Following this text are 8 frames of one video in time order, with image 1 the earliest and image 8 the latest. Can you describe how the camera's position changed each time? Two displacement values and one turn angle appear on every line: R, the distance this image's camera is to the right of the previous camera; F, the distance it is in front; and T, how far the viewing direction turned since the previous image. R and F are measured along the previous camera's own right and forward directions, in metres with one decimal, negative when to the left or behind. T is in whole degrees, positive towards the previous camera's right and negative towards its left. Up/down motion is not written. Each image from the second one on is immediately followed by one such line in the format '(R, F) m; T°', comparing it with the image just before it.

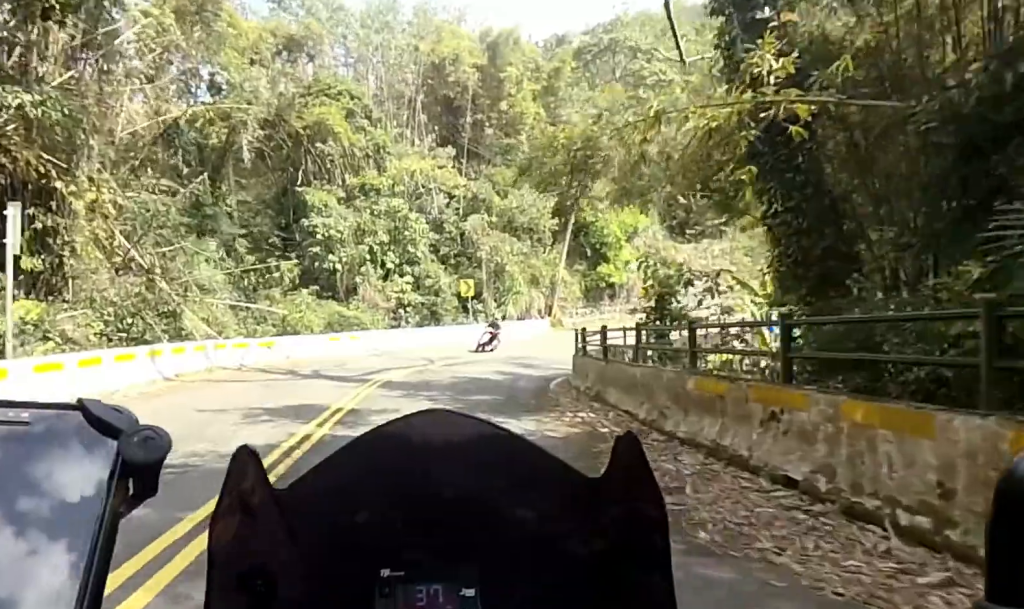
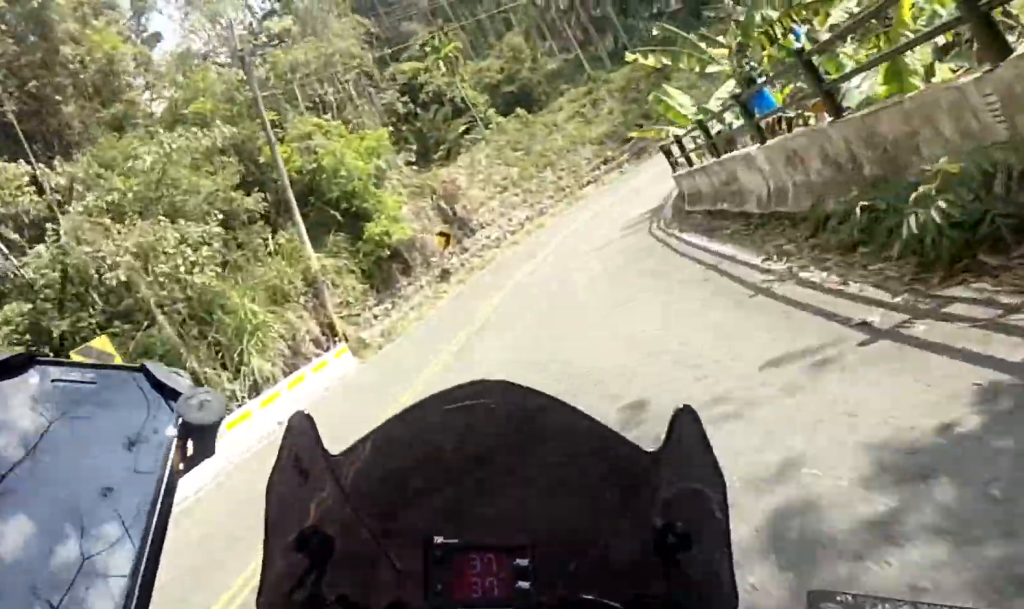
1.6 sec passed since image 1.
(-0.7, +24.0) m; +4°
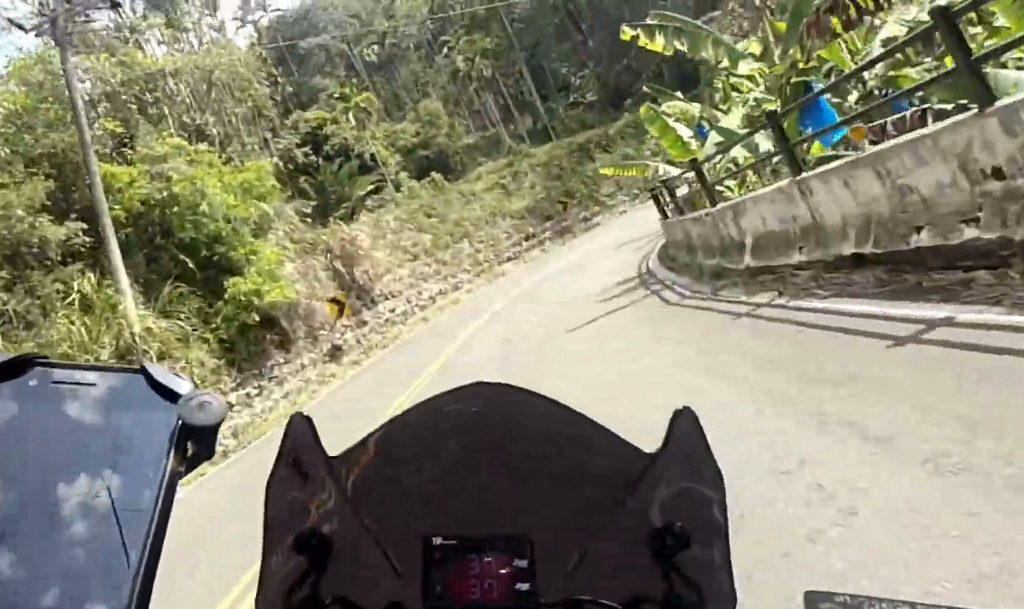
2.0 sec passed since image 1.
(+0.7, +6.6) m; +5°
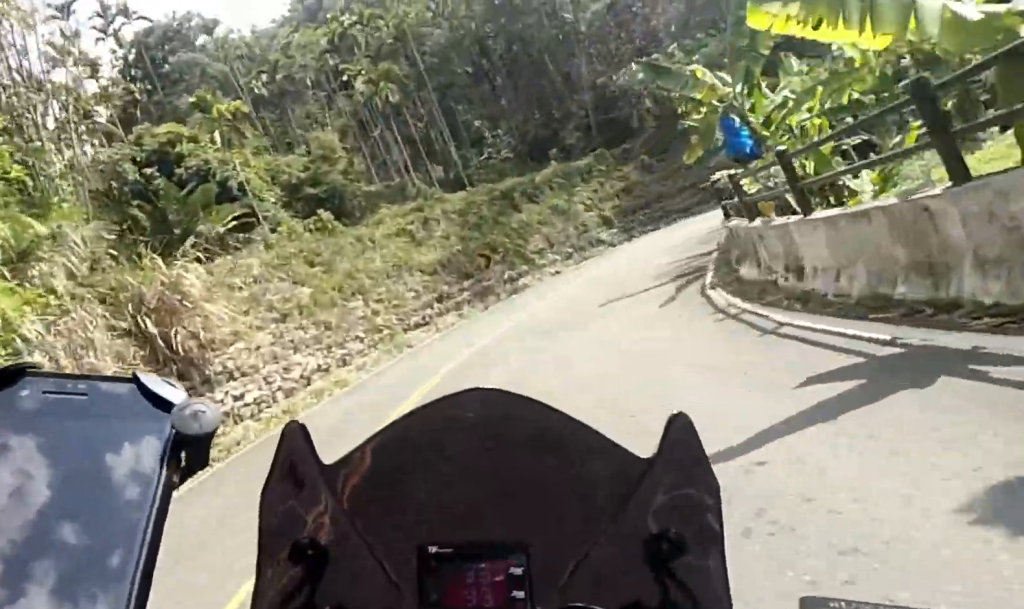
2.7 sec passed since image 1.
(+0.8, +8.9) m; +8°
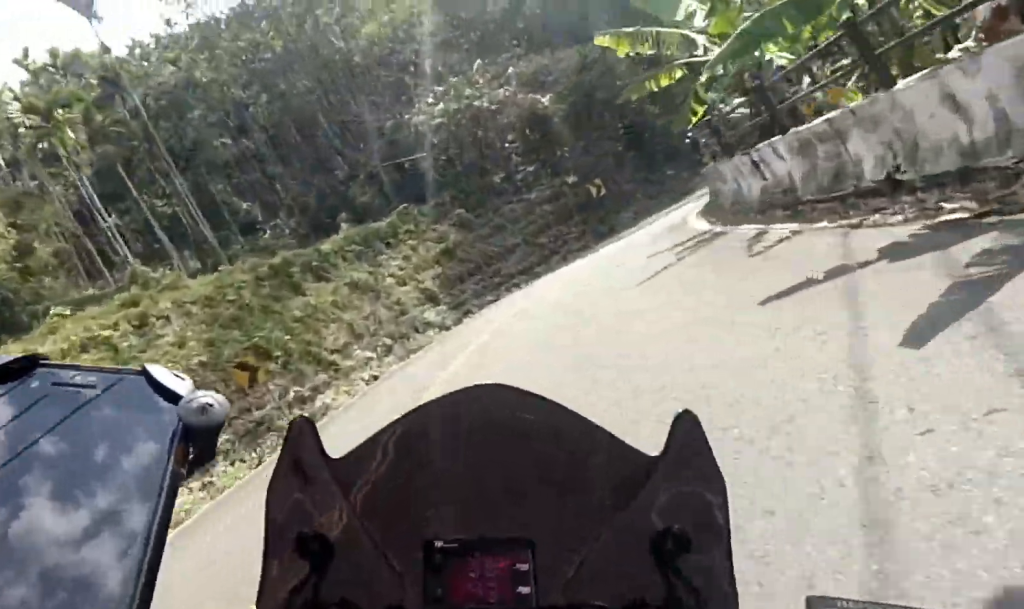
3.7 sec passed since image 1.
(+0.3, +11.5) m; +14°
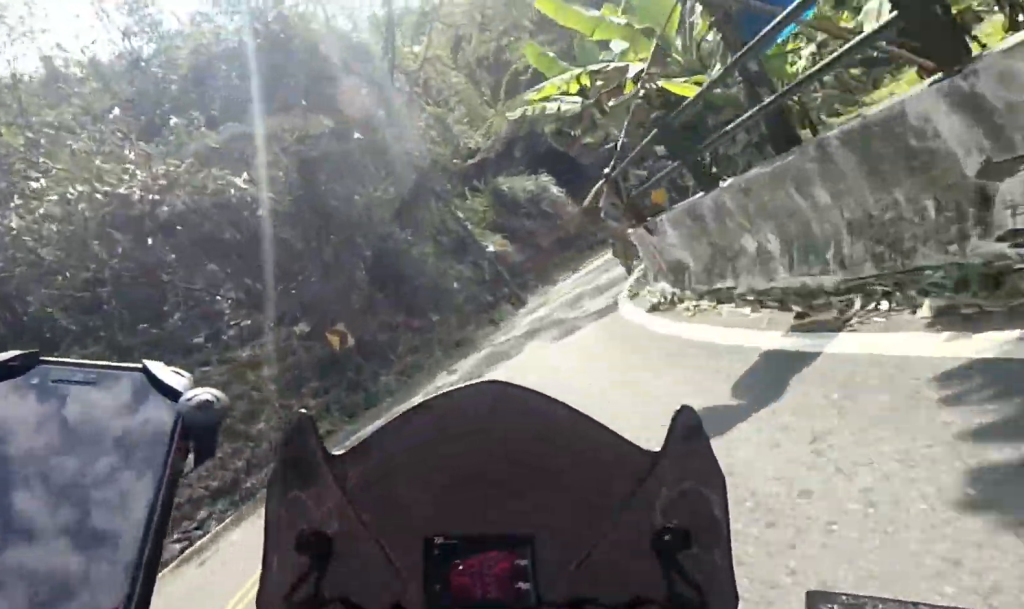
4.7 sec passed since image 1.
(+2.5, +10.7) m; +46°
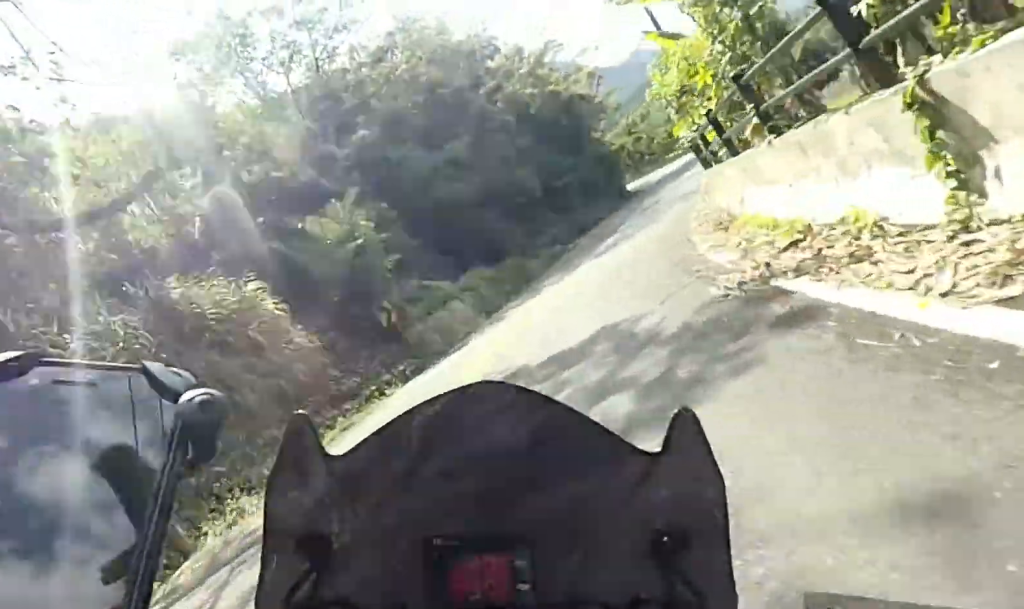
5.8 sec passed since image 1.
(+7.1, +11.7) m; +41°
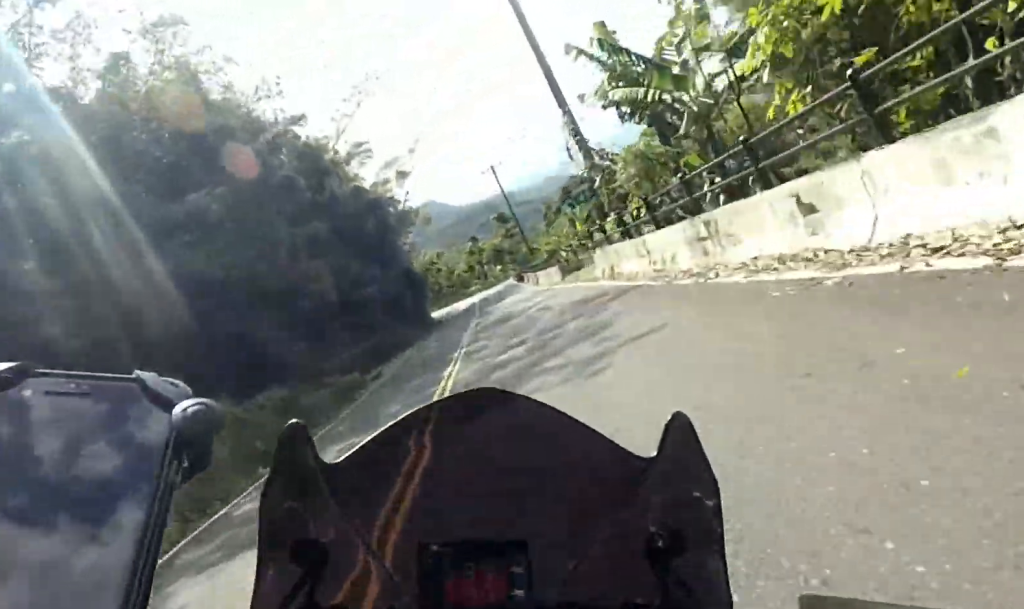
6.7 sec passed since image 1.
(+2.2, +14.8) m; +16°
